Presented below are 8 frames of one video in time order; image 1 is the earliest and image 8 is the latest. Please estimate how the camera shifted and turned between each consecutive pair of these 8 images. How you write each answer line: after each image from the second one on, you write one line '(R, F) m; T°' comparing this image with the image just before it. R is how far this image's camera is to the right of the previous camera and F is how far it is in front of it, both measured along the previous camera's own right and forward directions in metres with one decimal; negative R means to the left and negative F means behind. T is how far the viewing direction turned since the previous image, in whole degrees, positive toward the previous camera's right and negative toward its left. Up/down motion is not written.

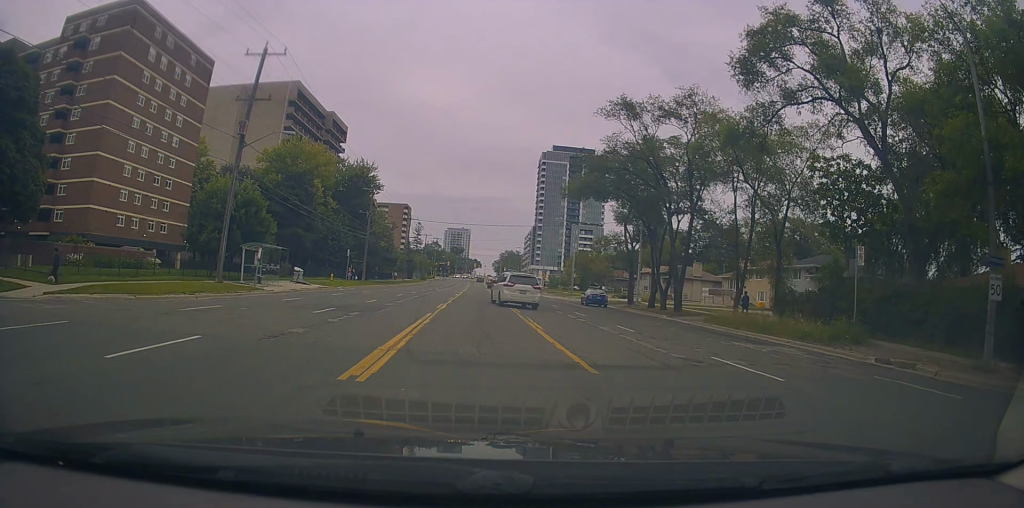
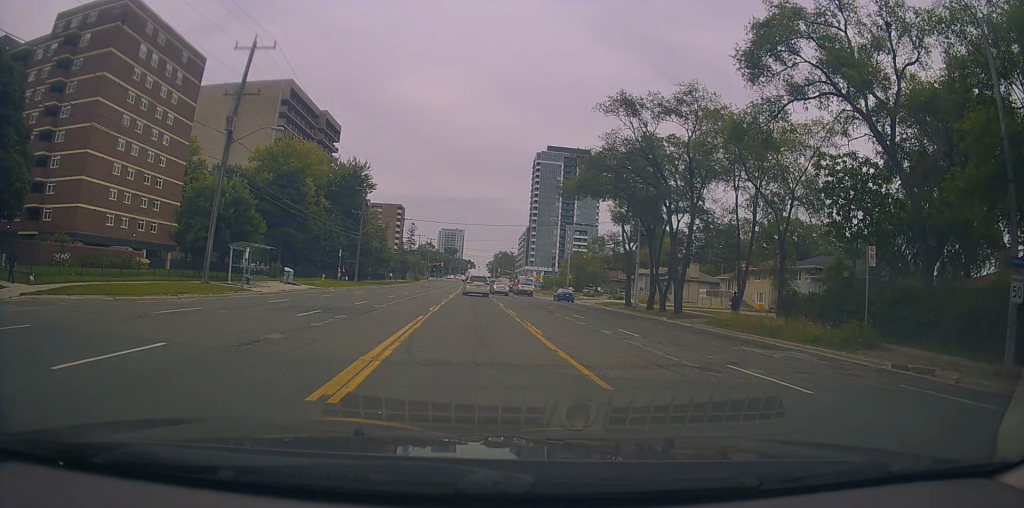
(+0.1, +1.9) m; -1°
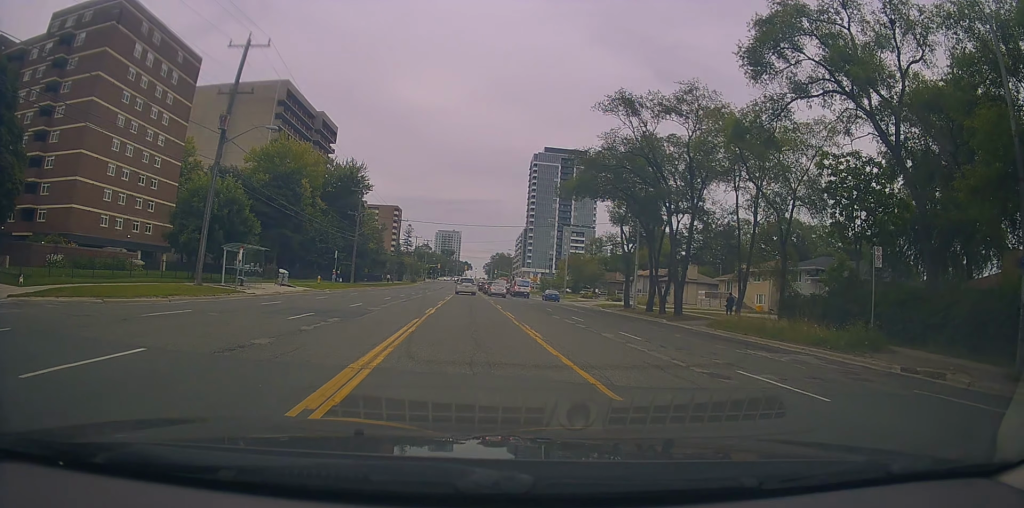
(-0.2, +0.6) m; 0°
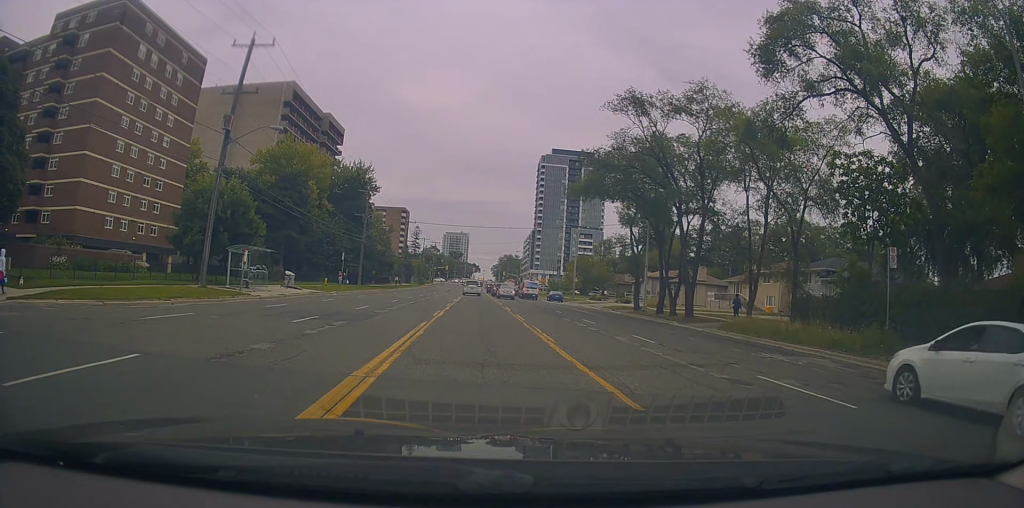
(-0.1, +0.3) m; 0°
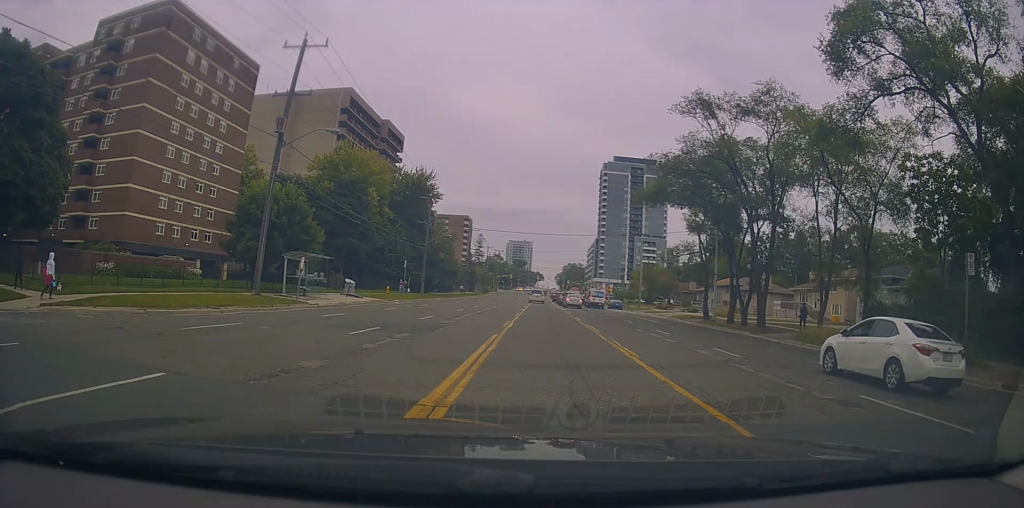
(0.0, +0.4) m; 0°
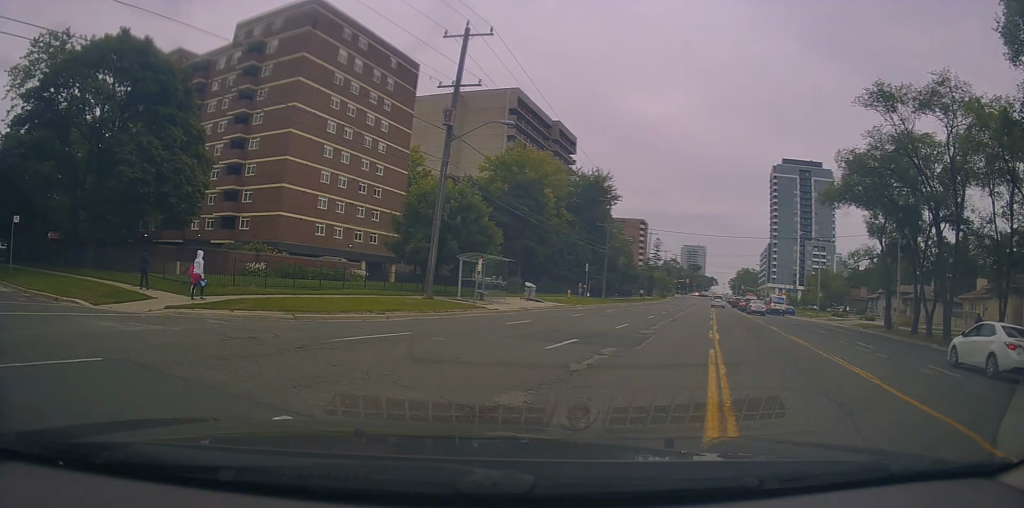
(+0.5, +0.9) m; -8°
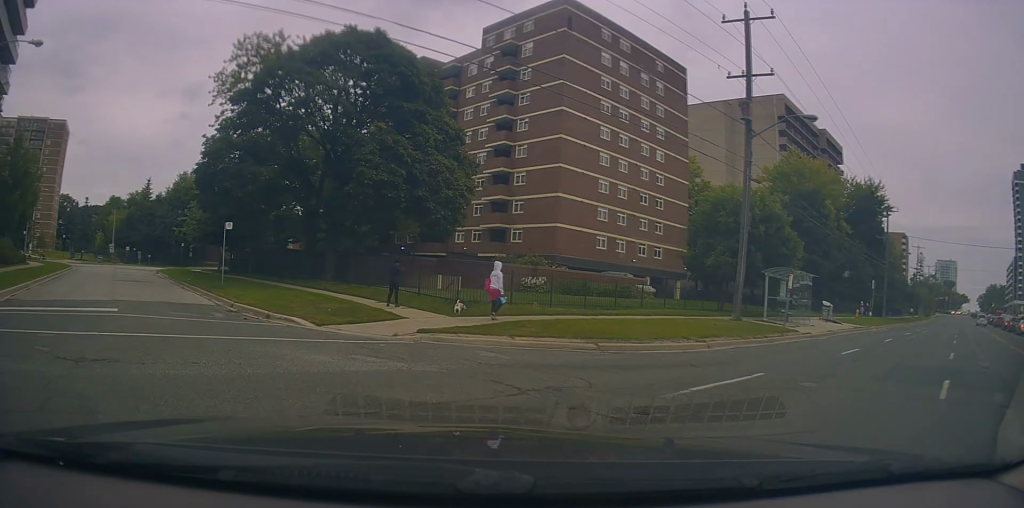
(-0.3, +2.0) m; -19°
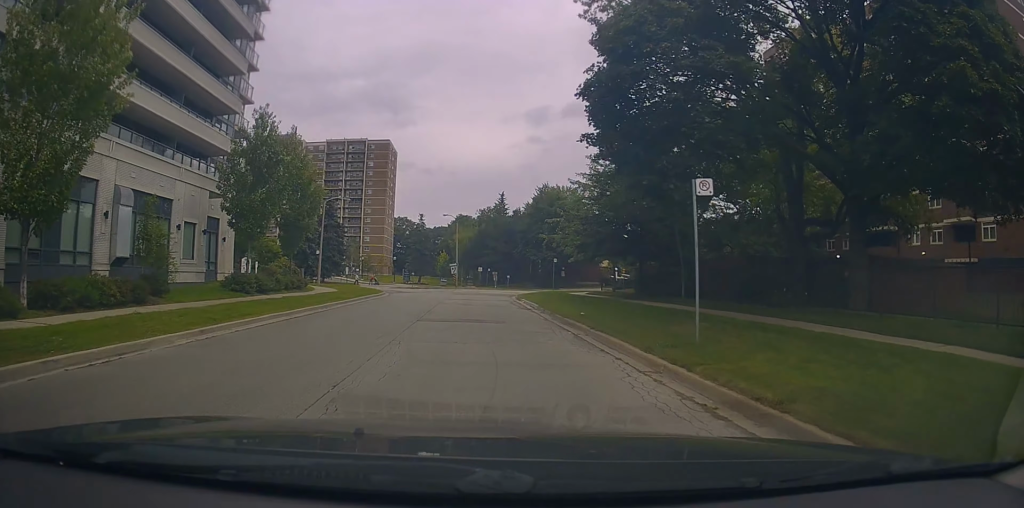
(-6.7, +9.7) m; -50°
